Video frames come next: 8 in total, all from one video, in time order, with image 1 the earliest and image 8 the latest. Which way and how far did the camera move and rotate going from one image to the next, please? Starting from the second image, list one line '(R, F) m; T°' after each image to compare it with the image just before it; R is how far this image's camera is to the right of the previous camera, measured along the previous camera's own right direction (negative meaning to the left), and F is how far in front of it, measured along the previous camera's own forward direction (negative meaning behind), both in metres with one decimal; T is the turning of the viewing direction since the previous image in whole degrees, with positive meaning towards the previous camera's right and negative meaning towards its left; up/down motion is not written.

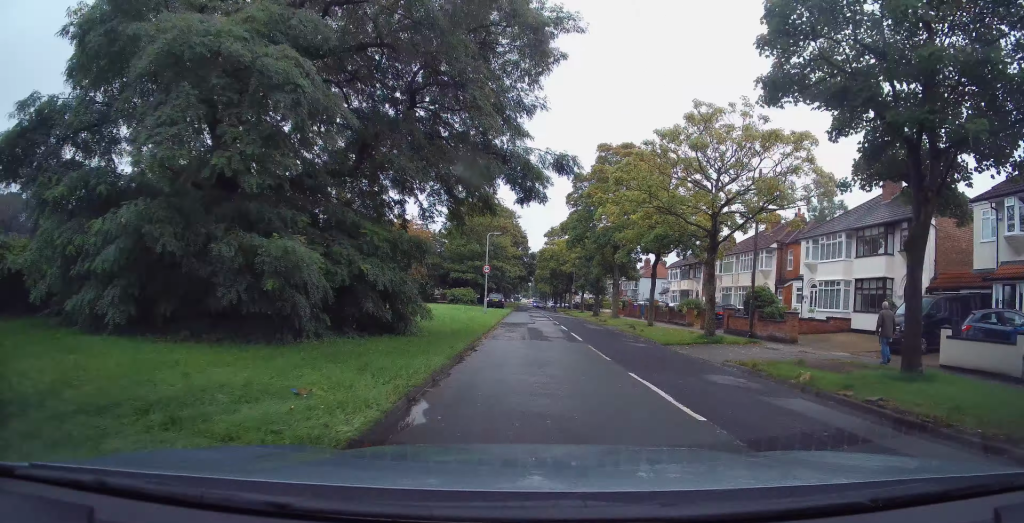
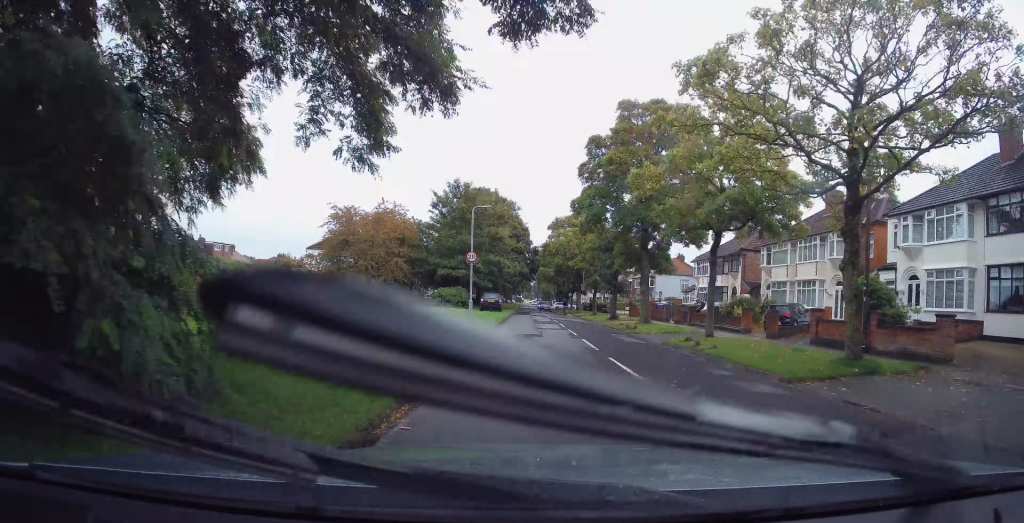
(-0.2, +9.7) m; -1°
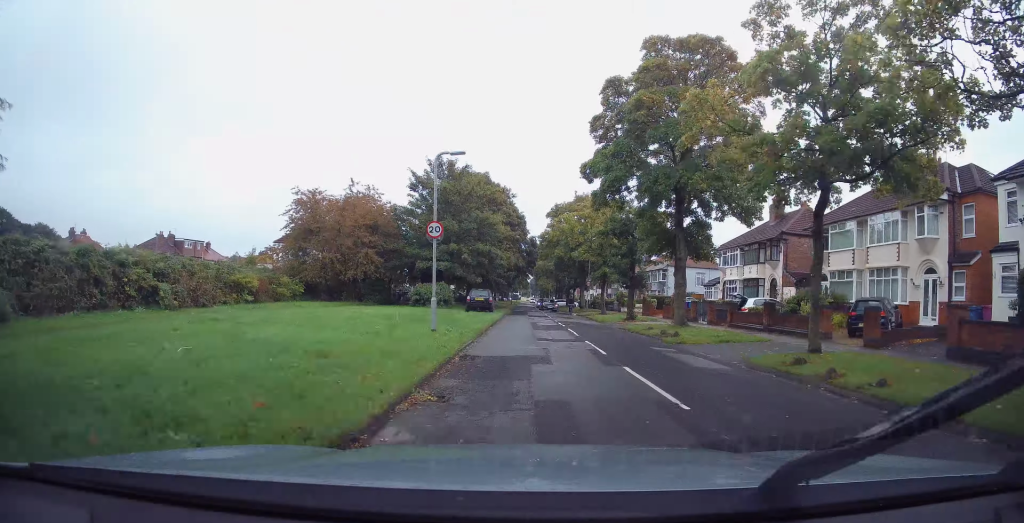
(+0.1, +8.1) m; +1°
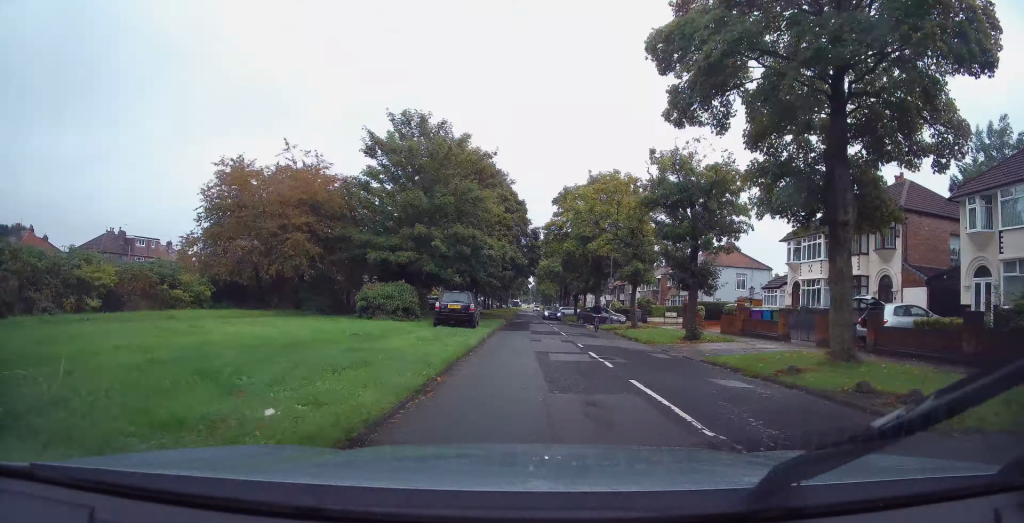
(-0.2, +13.0) m; -3°
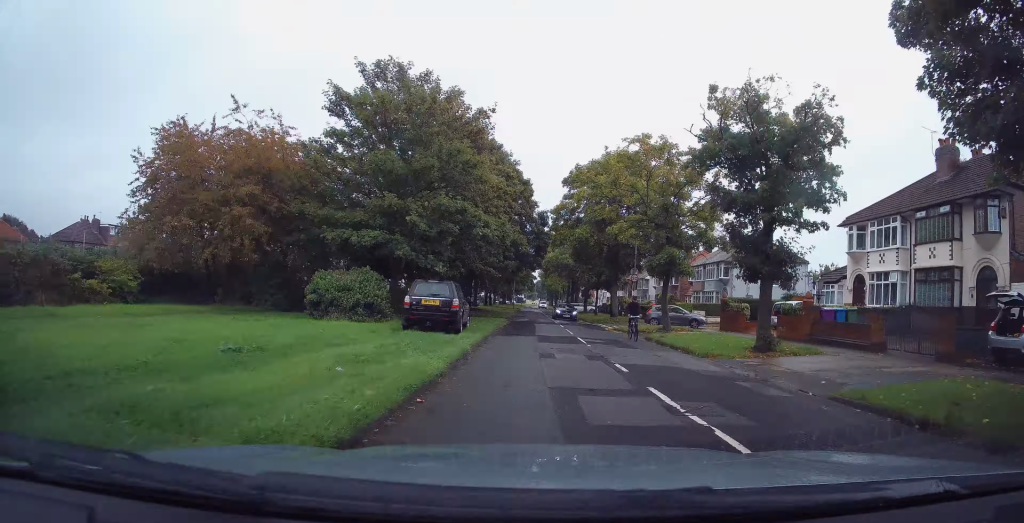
(+0.2, +6.8) m; 0°
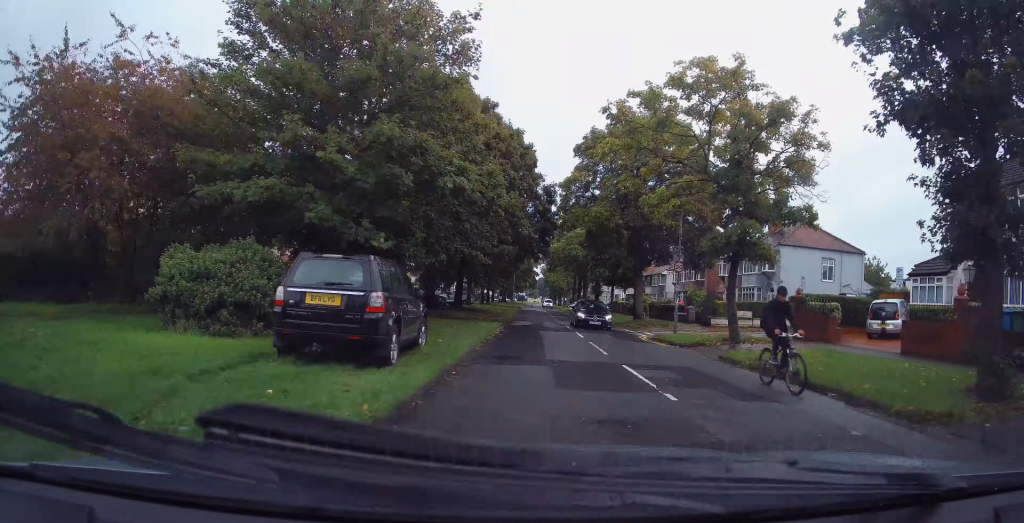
(-0.2, +9.3) m; -1°
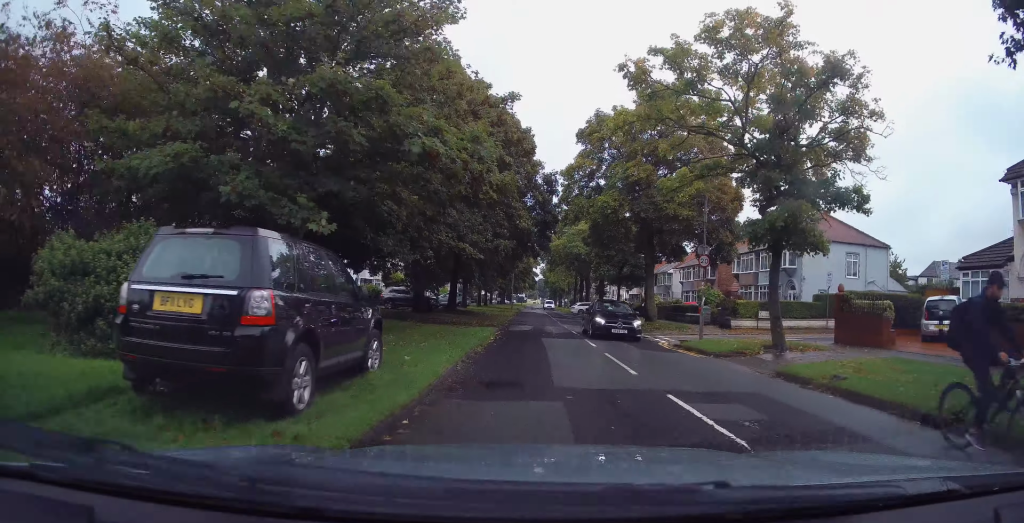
(0.0, +3.5) m; 0°
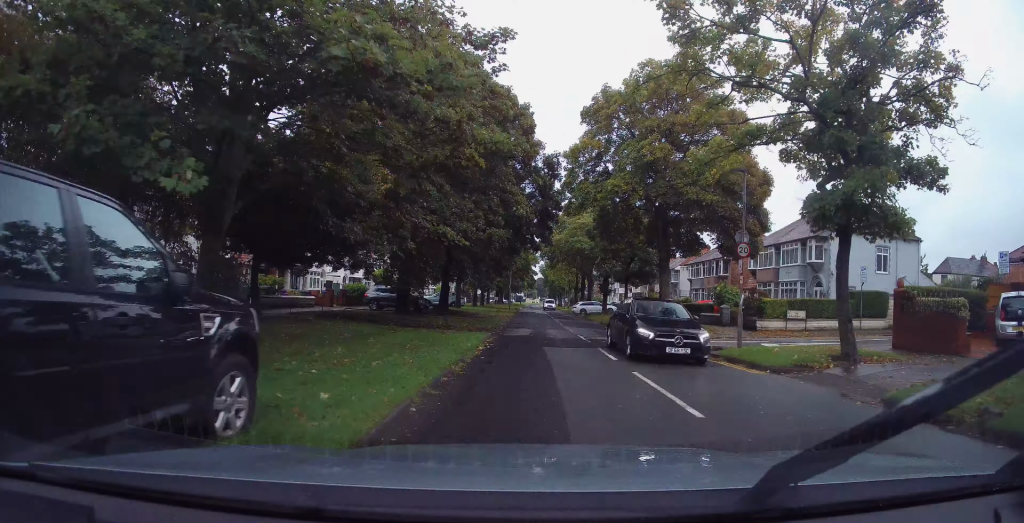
(+0.1, +3.8) m; 0°
